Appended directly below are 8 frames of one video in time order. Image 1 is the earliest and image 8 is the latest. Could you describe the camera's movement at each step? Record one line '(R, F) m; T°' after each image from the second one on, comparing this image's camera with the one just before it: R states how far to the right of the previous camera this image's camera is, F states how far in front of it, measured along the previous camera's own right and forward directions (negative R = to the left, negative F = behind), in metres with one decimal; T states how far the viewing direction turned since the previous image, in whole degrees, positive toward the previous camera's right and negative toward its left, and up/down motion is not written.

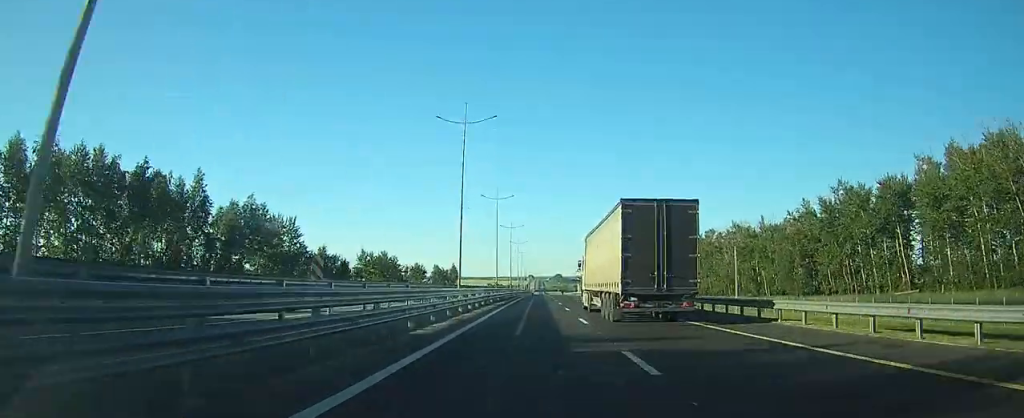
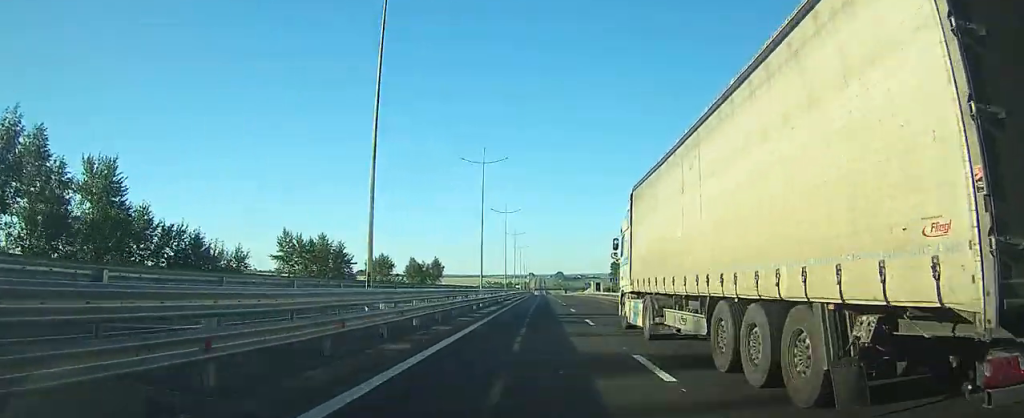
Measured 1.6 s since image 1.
(-0.2, +48.3) m; 0°
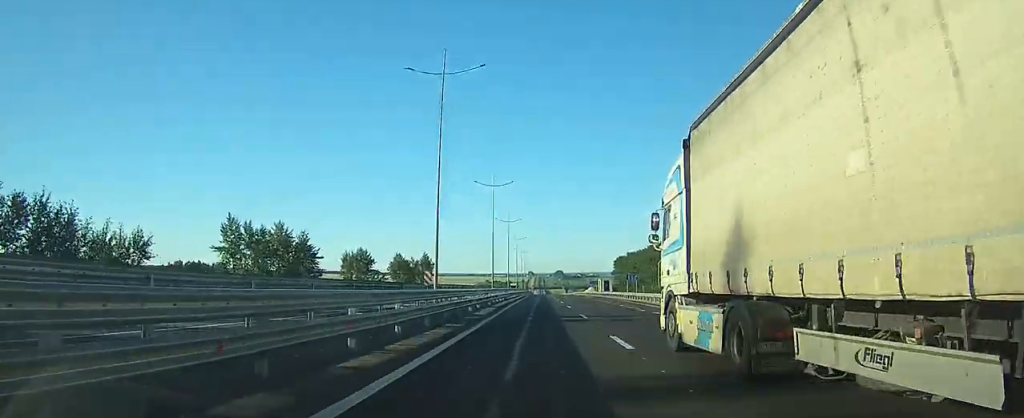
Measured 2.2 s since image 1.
(0.0, +19.7) m; 0°
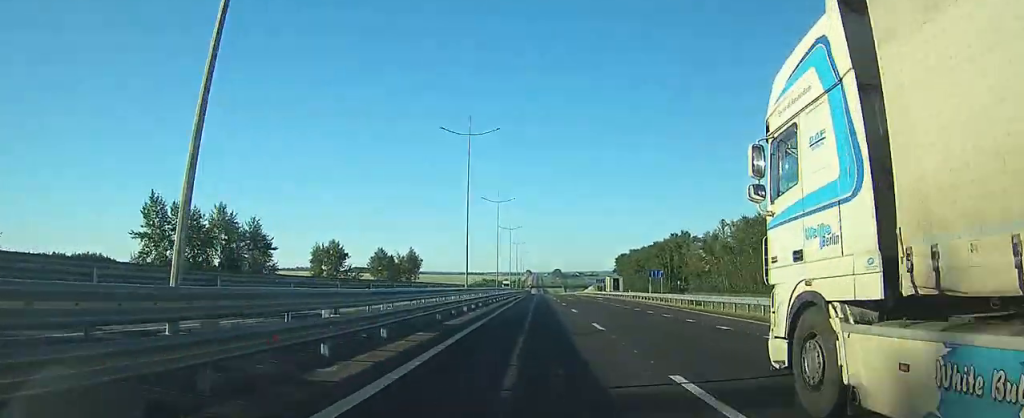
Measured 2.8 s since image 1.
(0.0, +18.7) m; 0°
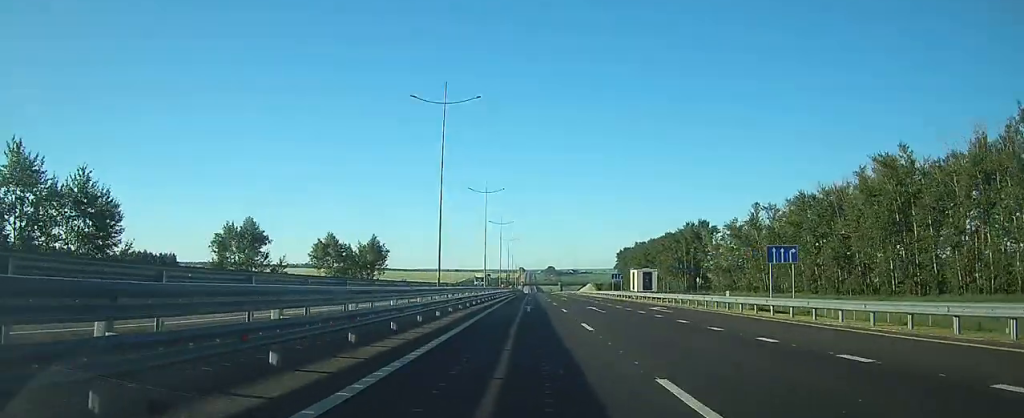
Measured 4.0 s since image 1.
(+0.1, +36.4) m; 0°
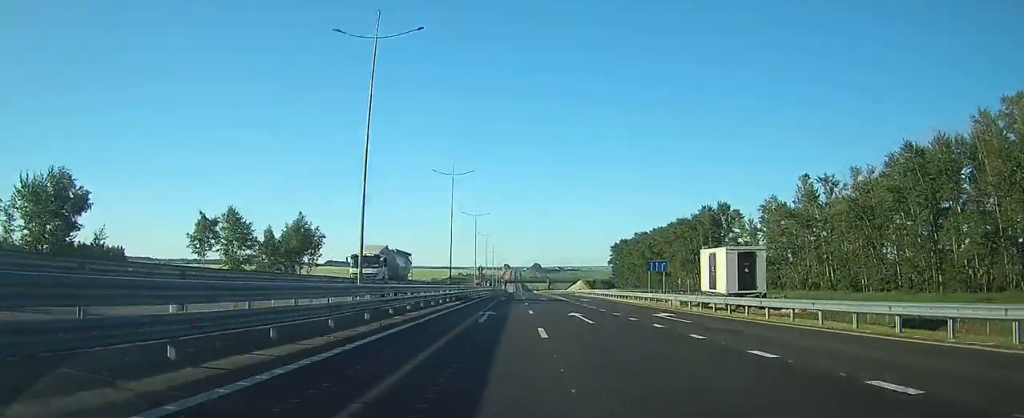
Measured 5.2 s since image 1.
(+0.3, +39.3) m; +1°
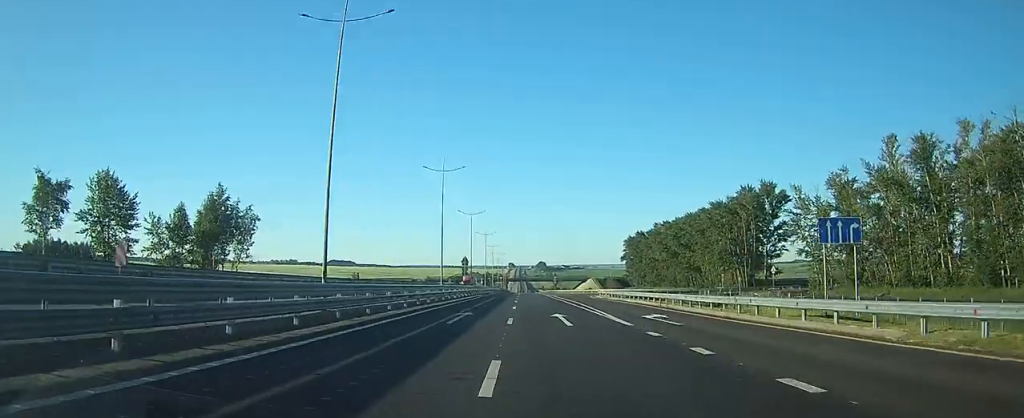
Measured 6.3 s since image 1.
(+0.1, +31.7) m; 0°
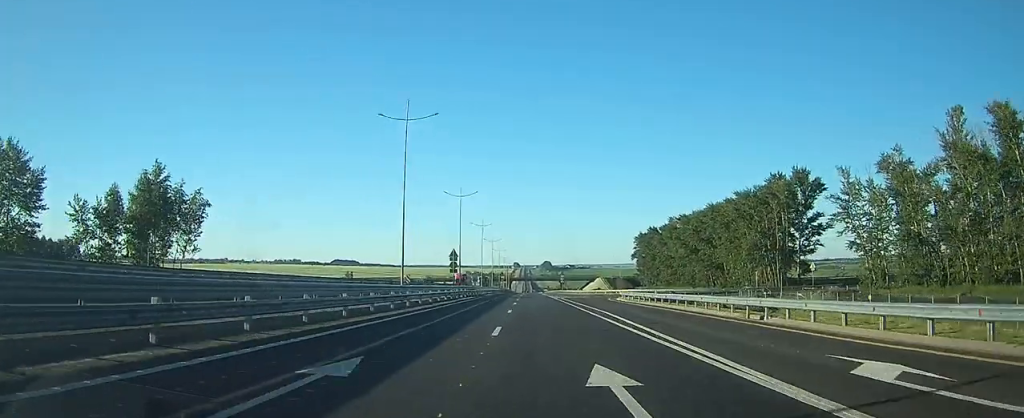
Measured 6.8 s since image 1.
(0.0, +16.2) m; 0°
